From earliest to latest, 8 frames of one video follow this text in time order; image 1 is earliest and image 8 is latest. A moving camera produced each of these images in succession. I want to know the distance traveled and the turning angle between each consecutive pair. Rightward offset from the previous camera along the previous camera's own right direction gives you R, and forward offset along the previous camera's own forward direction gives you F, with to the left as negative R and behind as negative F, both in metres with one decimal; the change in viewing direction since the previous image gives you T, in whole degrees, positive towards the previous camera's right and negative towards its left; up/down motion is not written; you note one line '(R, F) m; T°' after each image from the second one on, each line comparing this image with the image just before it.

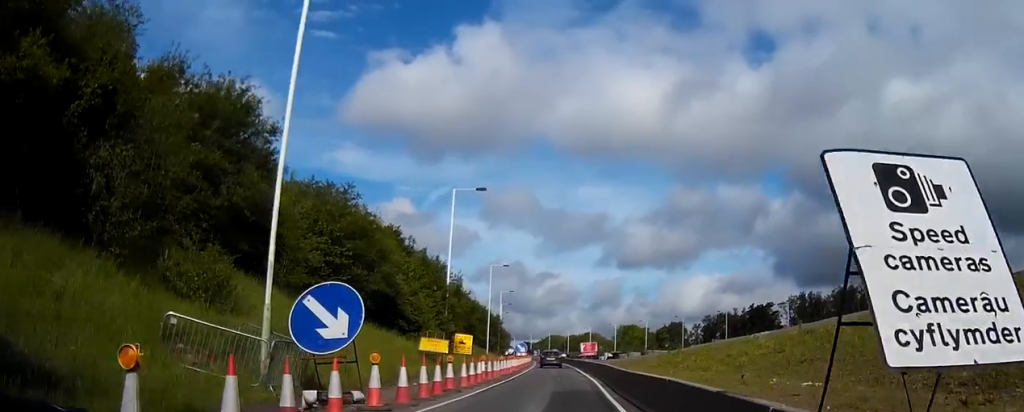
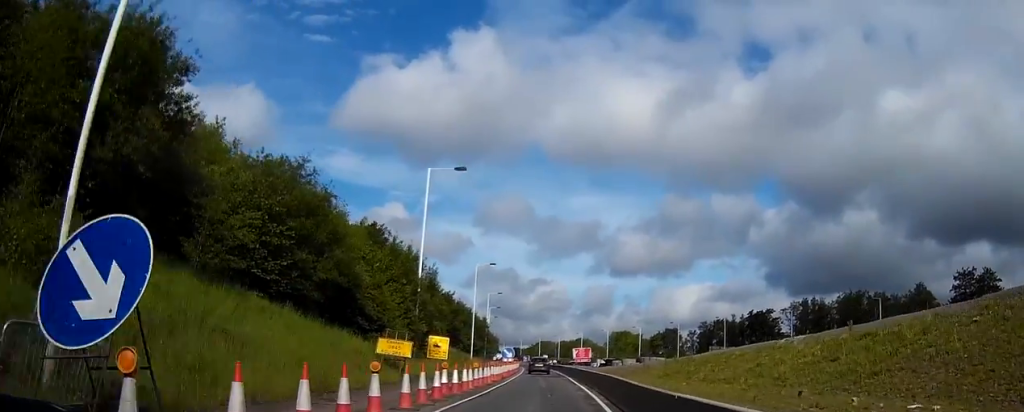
(0.0, +7.7) m; 0°
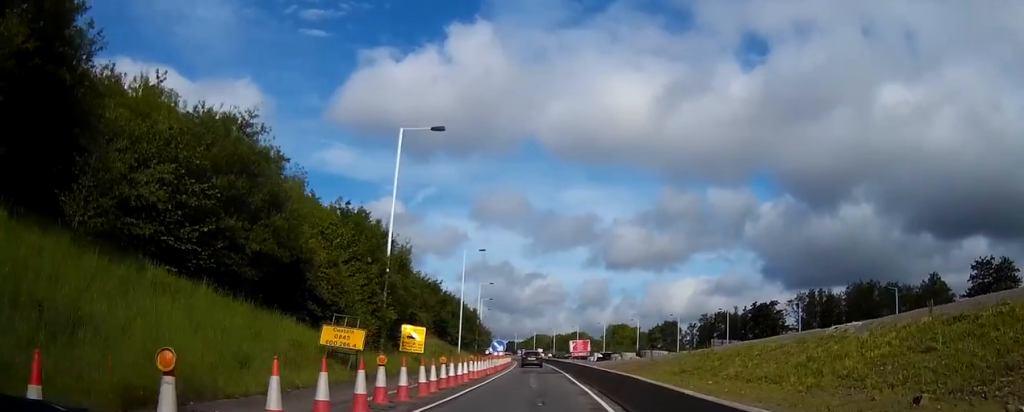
(0.0, +7.3) m; 0°
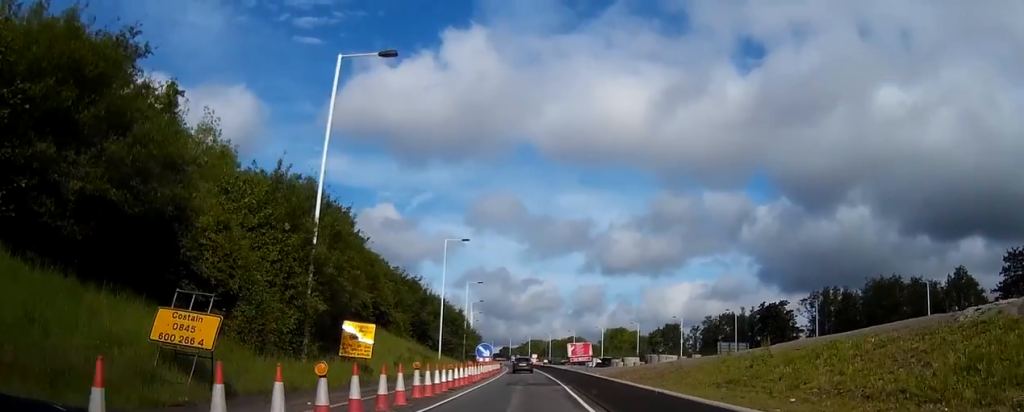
(0.0, +11.0) m; 0°
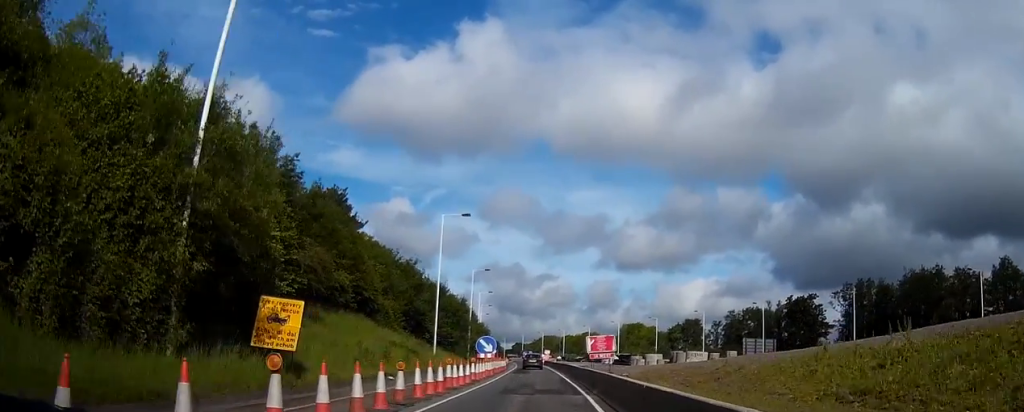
(+0.1, +10.6) m; 0°
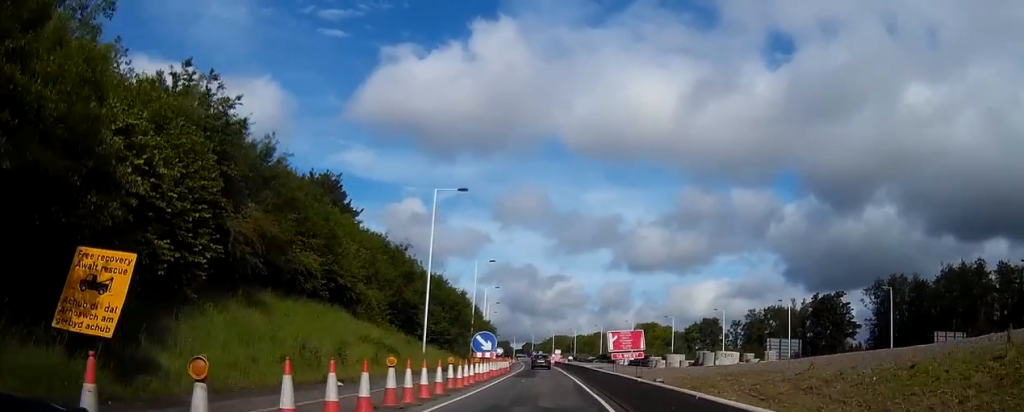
(-0.1, +9.7) m; 0°
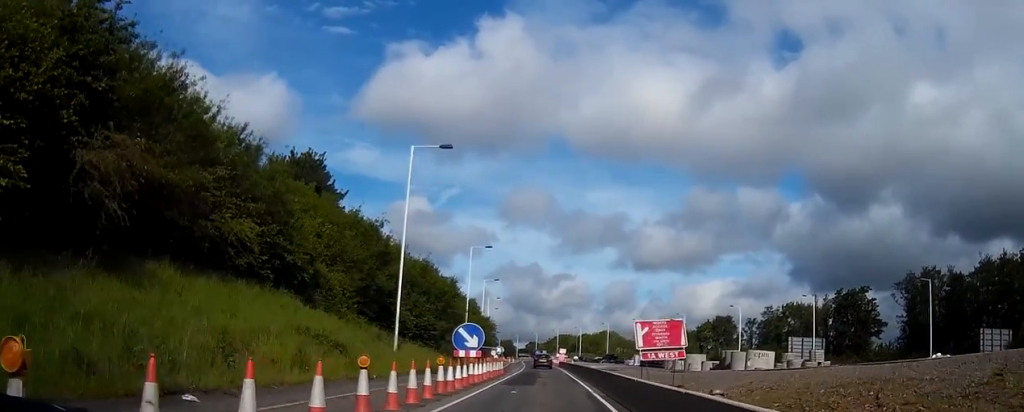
(0.0, +10.6) m; 0°
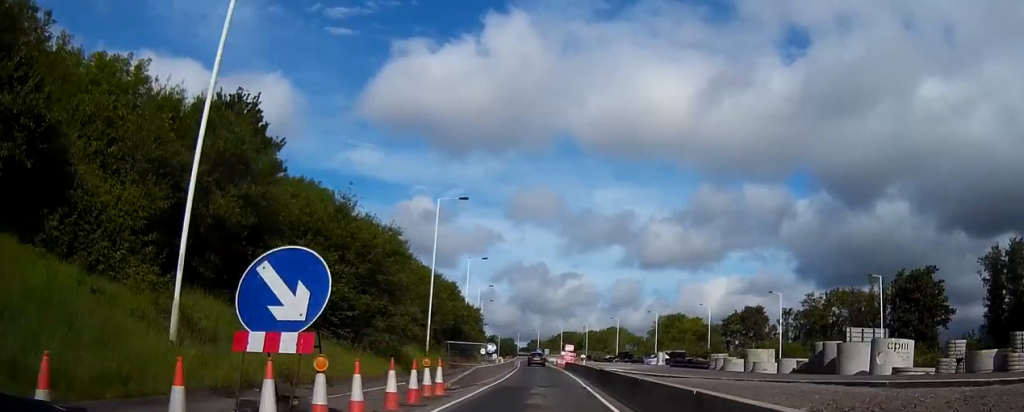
(0.0, +25.2) m; -1°
